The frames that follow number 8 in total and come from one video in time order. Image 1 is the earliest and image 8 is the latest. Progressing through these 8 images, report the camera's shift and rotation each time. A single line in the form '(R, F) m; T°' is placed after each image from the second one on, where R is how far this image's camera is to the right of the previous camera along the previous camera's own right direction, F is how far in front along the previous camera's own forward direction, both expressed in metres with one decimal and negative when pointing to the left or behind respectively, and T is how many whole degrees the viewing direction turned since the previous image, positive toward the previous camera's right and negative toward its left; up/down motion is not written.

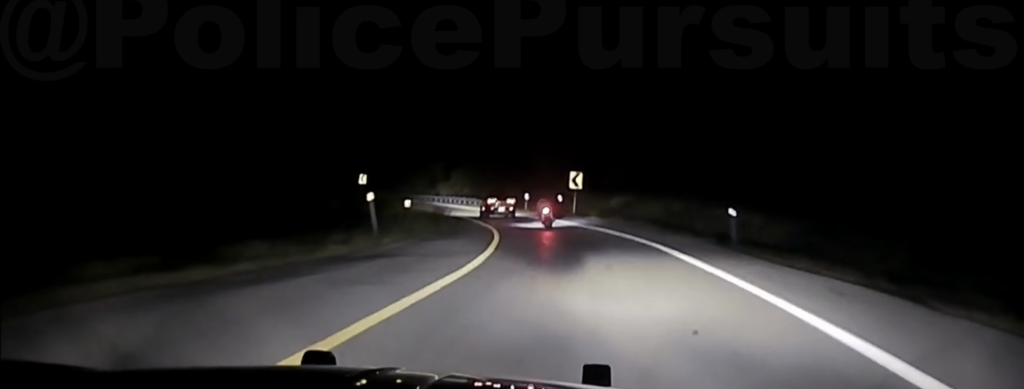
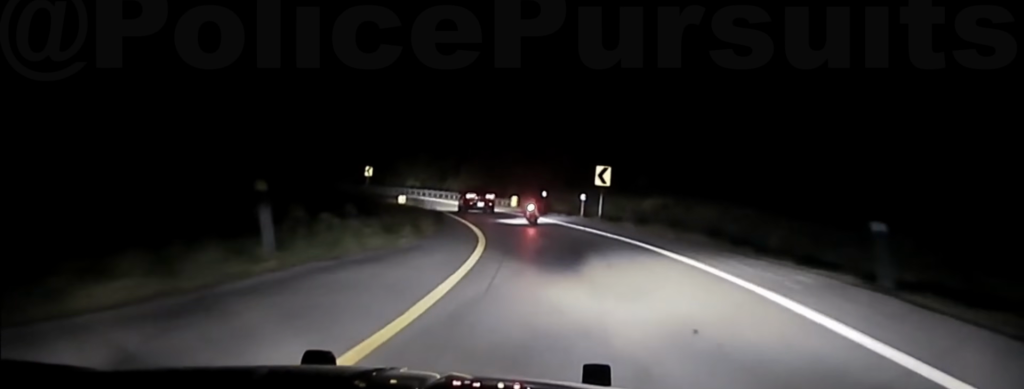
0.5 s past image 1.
(-0.2, +13.0) m; -2°
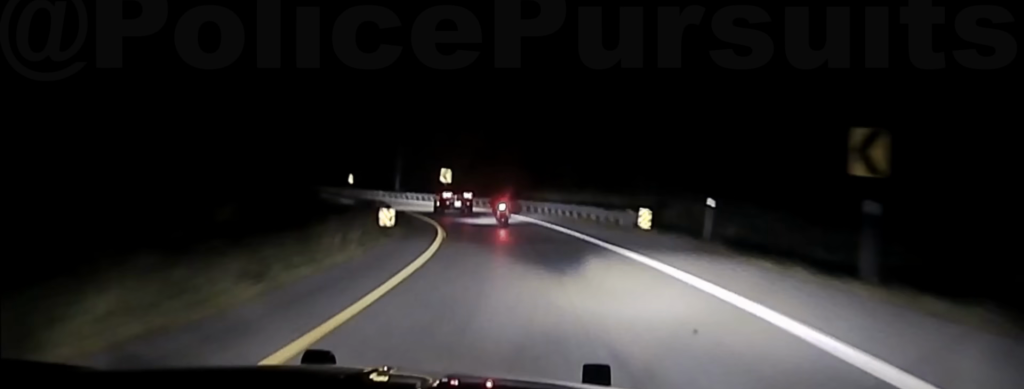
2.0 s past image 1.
(-2.1, +40.0) m; -8°
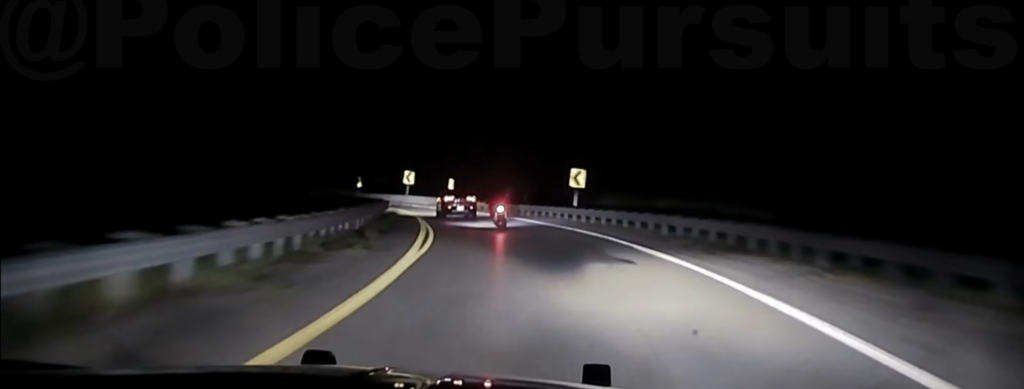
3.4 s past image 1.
(-3.1, +35.6) m; -9°
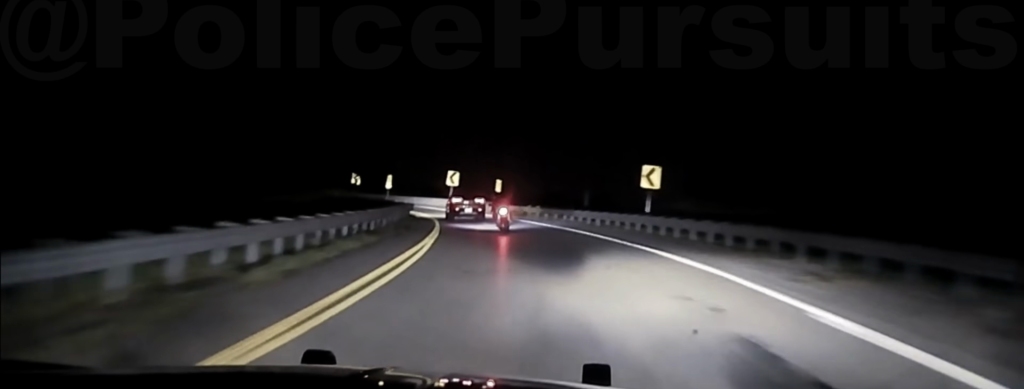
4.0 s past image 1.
(-0.3, +13.8) m; -4°
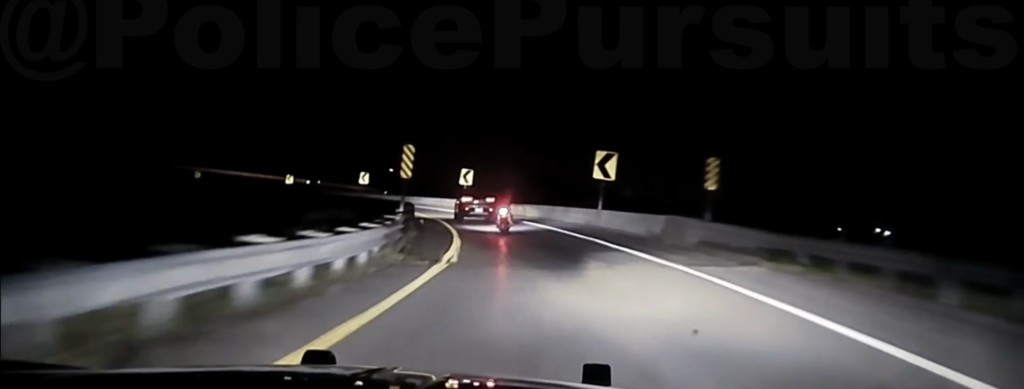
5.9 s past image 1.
(-4.7, +38.4) m; -13°
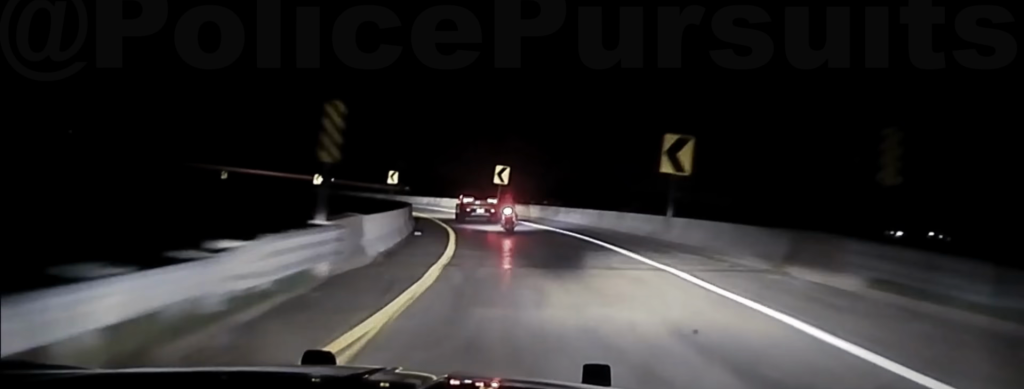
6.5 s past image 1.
(-0.4, +11.5) m; -3°
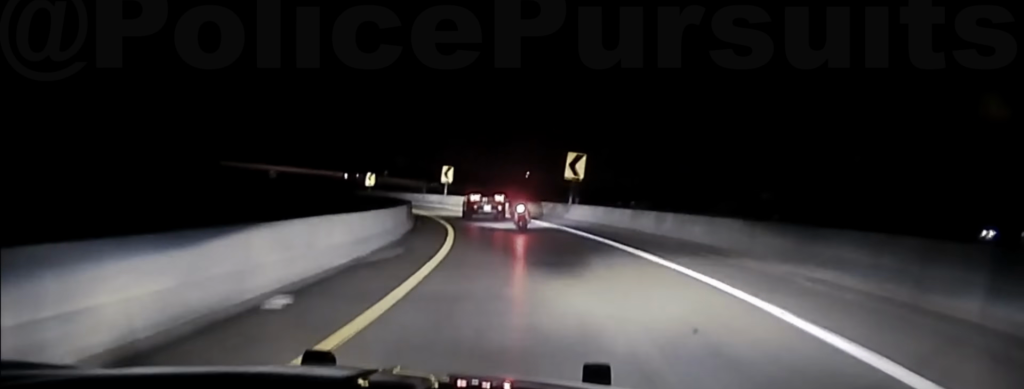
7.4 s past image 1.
(-0.7, +18.0) m; -5°
